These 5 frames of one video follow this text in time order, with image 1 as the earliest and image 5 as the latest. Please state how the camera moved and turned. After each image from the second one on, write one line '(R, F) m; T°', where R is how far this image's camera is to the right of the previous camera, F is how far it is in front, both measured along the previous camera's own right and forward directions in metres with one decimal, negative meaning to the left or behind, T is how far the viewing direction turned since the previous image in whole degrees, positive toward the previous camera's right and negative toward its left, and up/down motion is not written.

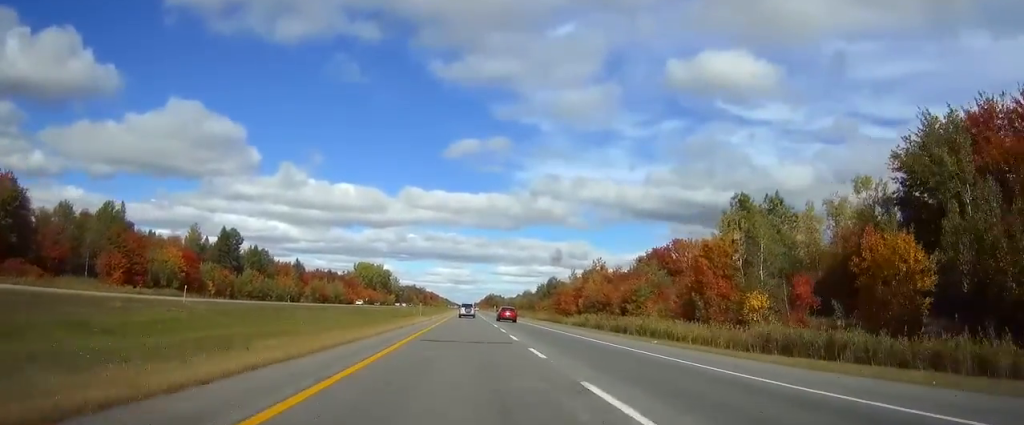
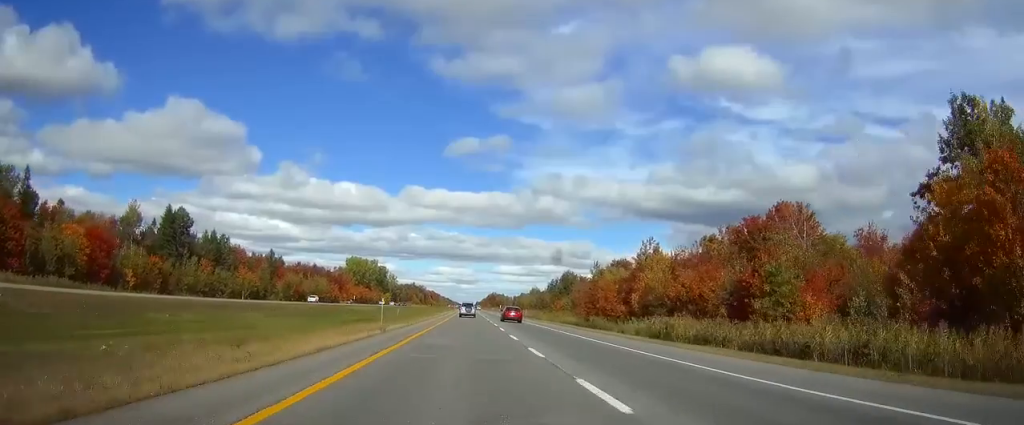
(-0.1, +35.7) m; 0°
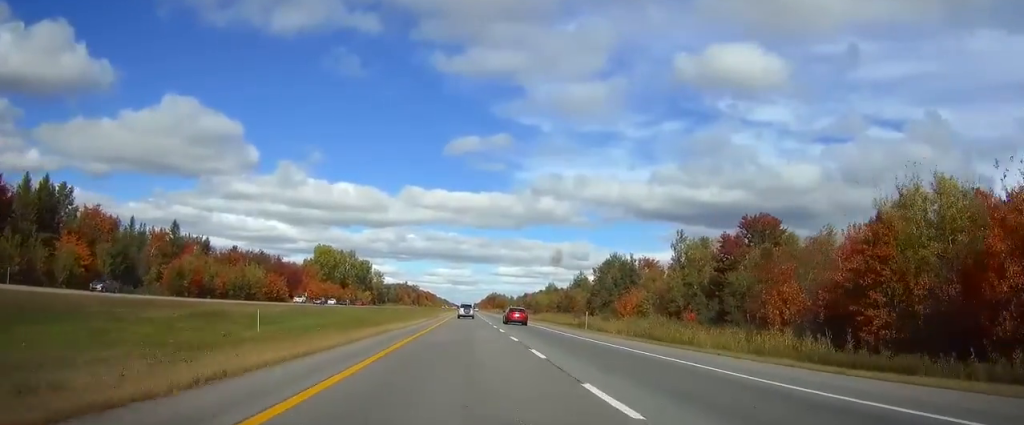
(+0.1, +74.5) m; 0°
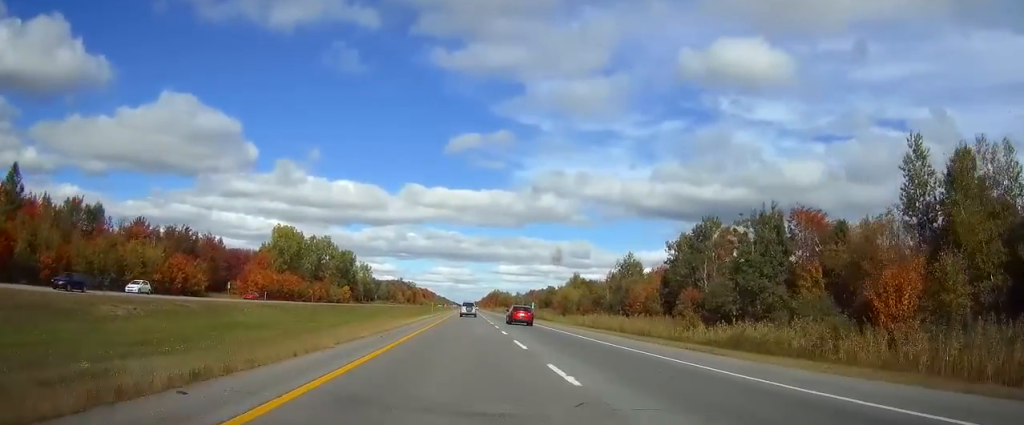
(0.0, +61.4) m; 0°
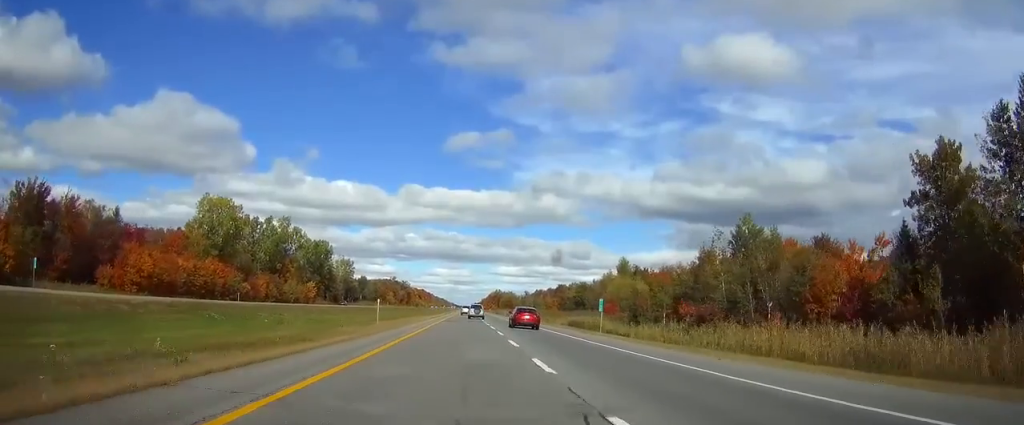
(+0.1, +62.3) m; 0°
